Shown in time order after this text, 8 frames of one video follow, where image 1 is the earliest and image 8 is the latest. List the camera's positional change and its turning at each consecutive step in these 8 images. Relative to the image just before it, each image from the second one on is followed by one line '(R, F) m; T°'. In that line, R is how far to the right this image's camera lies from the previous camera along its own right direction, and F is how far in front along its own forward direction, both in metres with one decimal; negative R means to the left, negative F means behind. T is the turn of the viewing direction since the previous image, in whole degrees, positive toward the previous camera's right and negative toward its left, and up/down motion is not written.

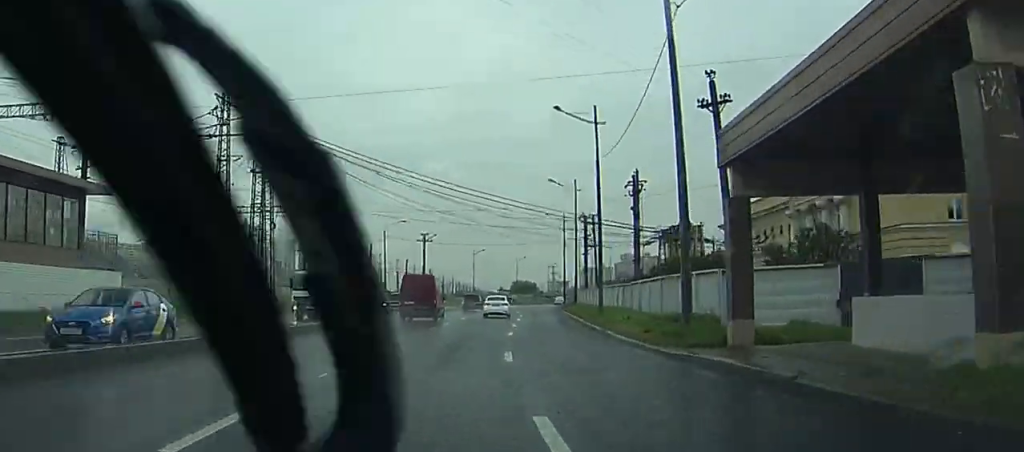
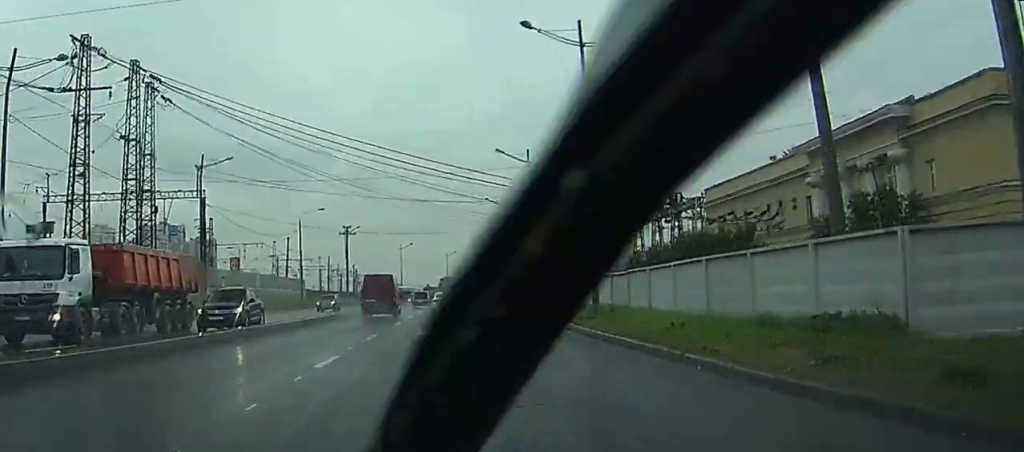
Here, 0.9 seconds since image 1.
(+2.2, +15.6) m; +10°
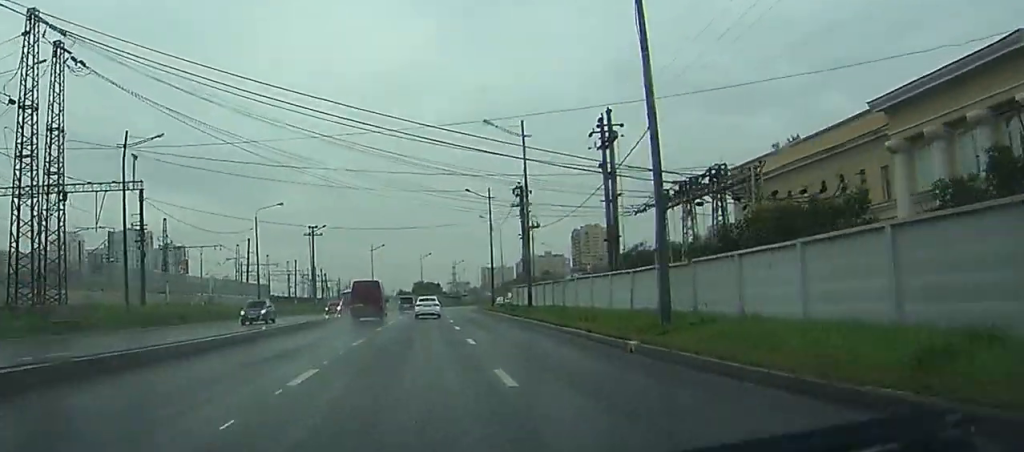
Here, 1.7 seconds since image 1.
(+0.1, +12.4) m; +4°
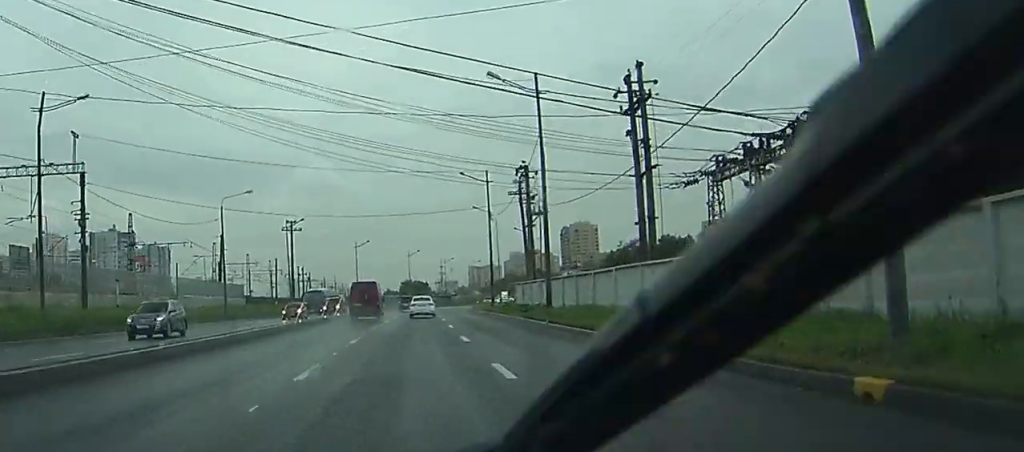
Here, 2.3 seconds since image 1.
(+0.7, +11.3) m; +3°
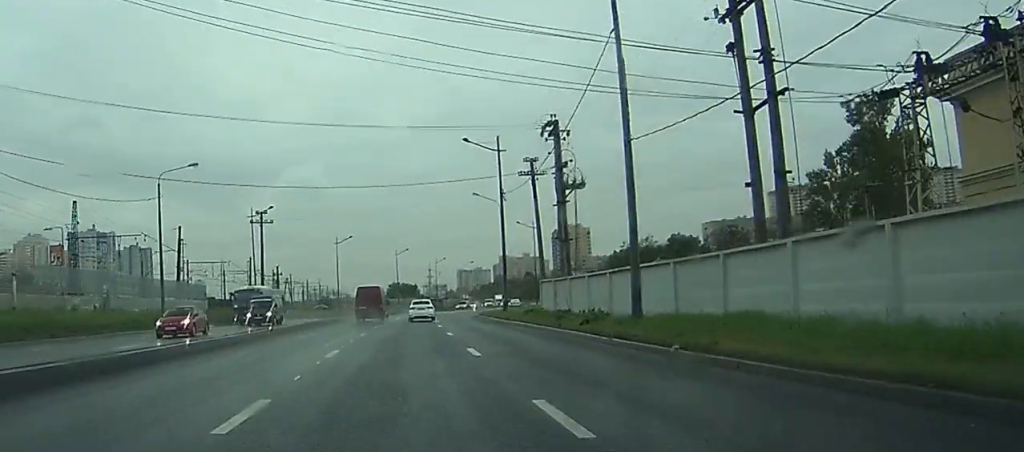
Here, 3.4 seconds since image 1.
(+0.4, +17.6) m; +3°
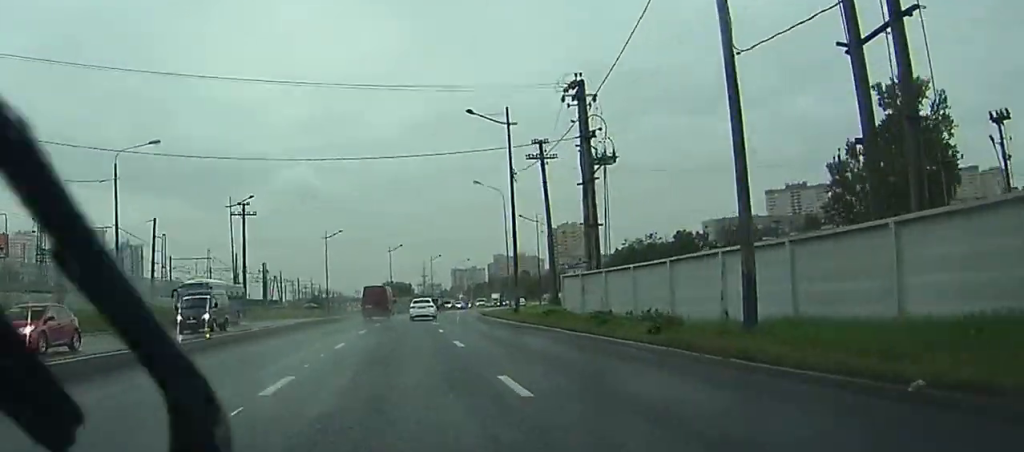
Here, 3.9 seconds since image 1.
(+0.1, +8.6) m; +1°
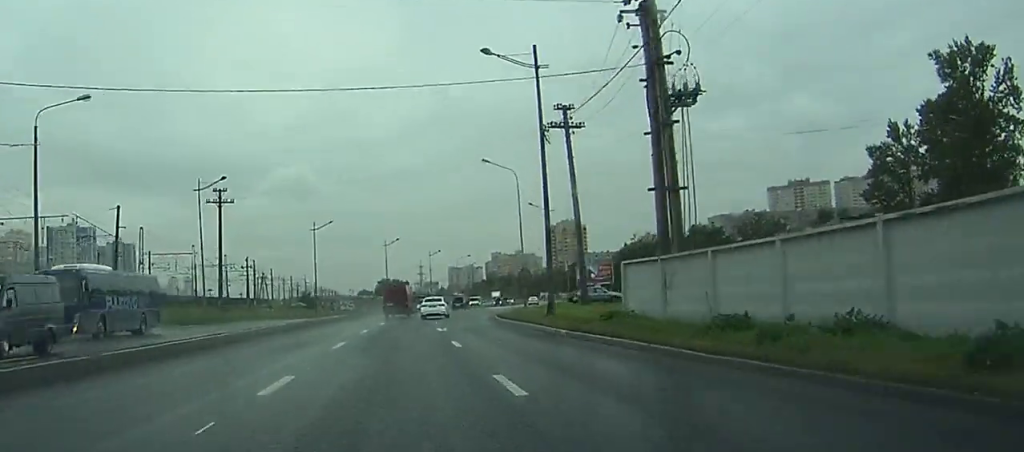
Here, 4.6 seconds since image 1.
(+0.2, +12.1) m; +1°
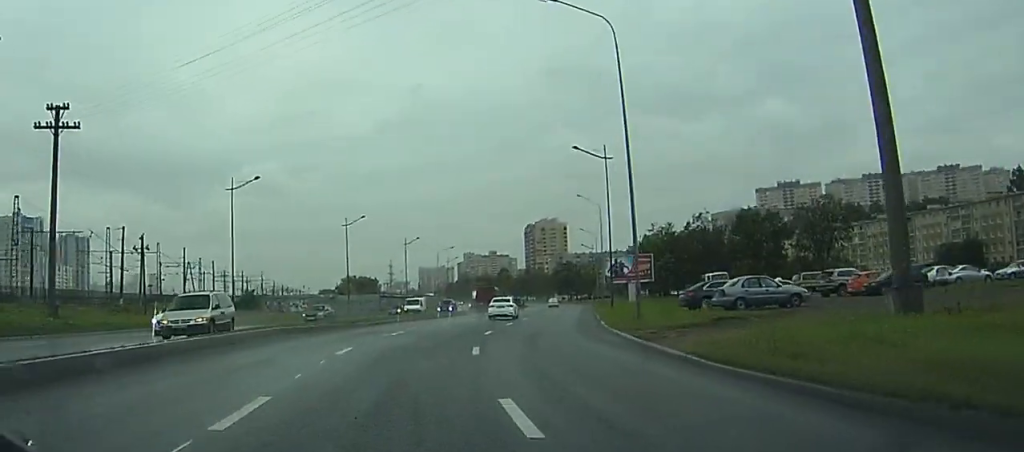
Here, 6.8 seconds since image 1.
(+0.3, +39.3) m; +2°
